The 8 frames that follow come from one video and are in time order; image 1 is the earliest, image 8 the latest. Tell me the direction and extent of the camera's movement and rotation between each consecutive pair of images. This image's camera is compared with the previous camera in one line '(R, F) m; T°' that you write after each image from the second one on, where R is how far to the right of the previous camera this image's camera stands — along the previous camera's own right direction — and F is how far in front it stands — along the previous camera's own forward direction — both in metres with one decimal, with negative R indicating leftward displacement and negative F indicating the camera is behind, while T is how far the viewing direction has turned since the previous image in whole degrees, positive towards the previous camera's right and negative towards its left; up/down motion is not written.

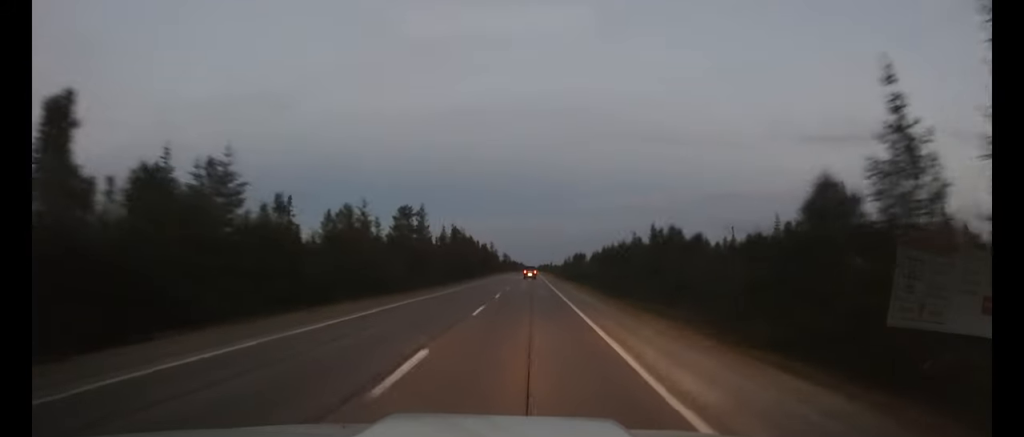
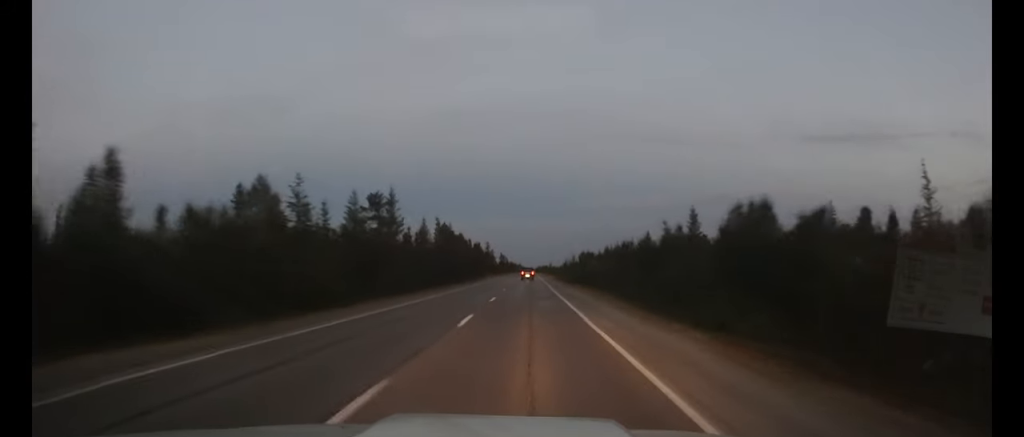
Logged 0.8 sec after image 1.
(-0.1, +15.4) m; 0°
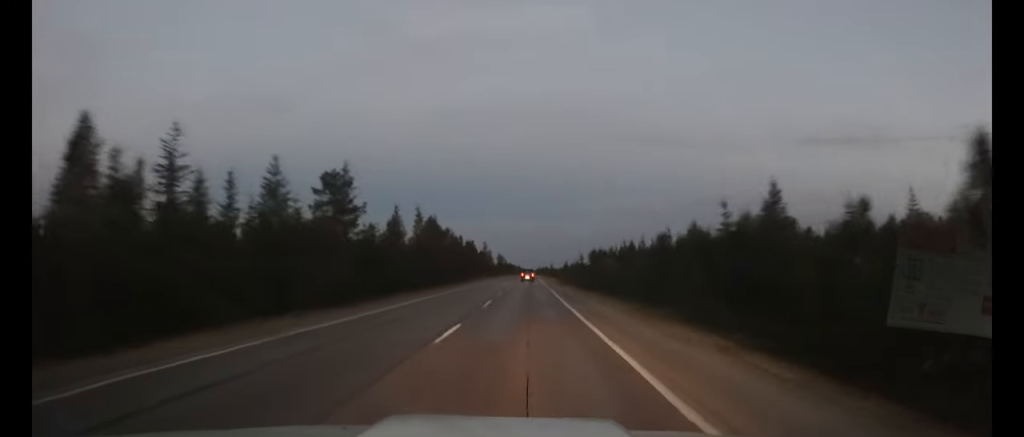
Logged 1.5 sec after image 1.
(0.0, +15.4) m; 0°
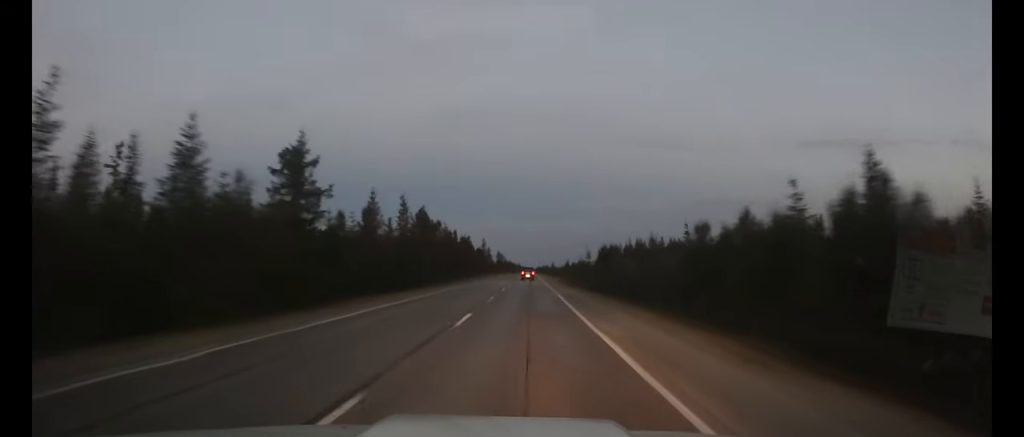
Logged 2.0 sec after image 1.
(0.0, +9.3) m; 0°
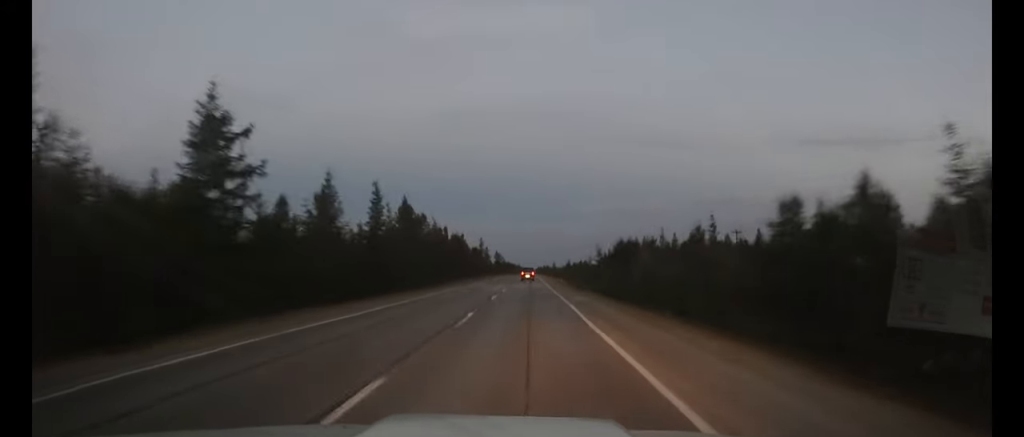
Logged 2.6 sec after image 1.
(0.0, +11.3) m; 0°
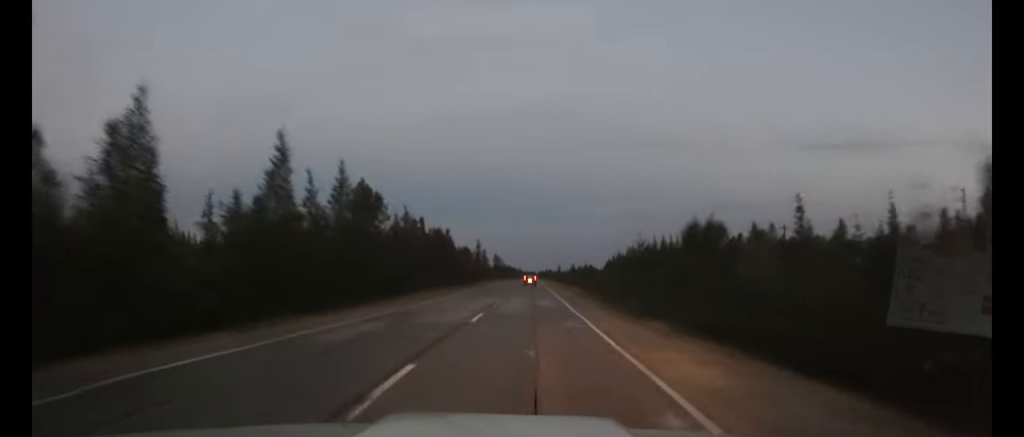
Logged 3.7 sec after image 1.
(0.0, +21.9) m; 0°
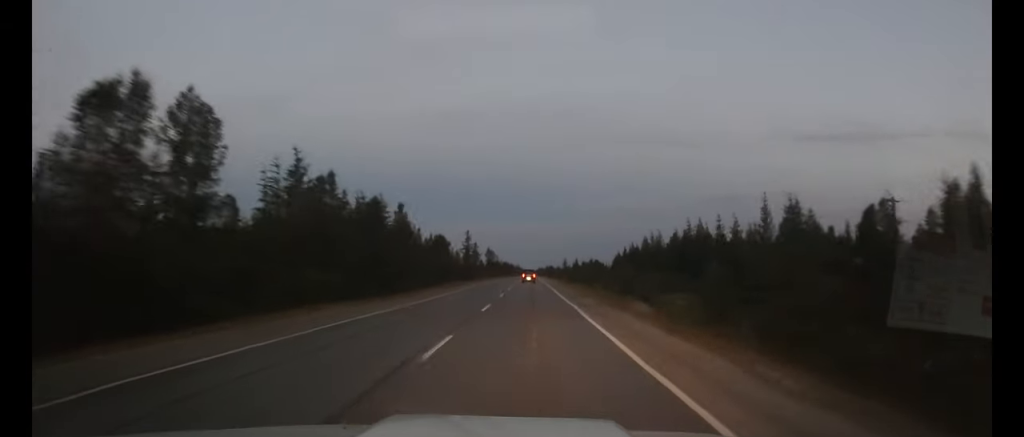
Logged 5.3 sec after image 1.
(0.0, +32.4) m; 0°
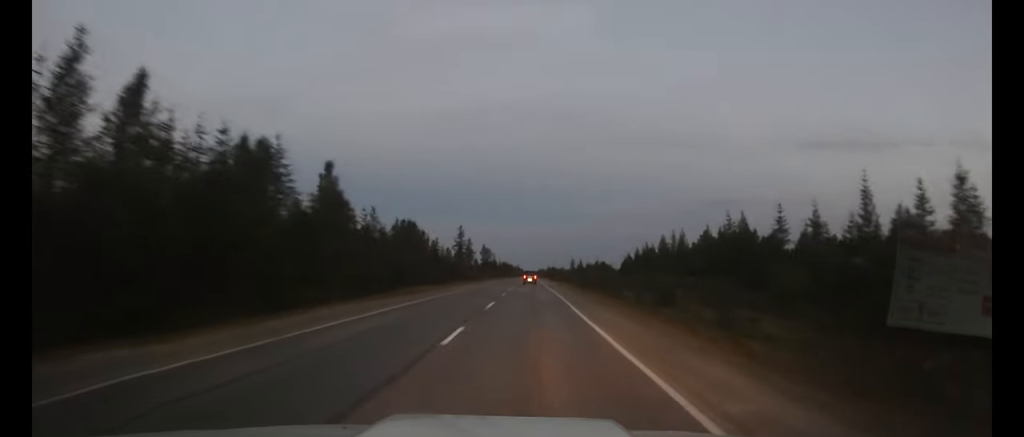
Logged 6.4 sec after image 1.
(0.0, +22.3) m; 0°
